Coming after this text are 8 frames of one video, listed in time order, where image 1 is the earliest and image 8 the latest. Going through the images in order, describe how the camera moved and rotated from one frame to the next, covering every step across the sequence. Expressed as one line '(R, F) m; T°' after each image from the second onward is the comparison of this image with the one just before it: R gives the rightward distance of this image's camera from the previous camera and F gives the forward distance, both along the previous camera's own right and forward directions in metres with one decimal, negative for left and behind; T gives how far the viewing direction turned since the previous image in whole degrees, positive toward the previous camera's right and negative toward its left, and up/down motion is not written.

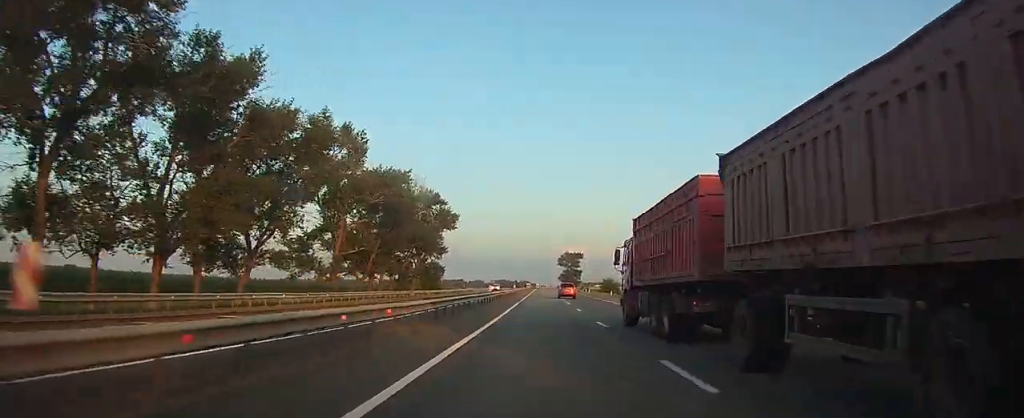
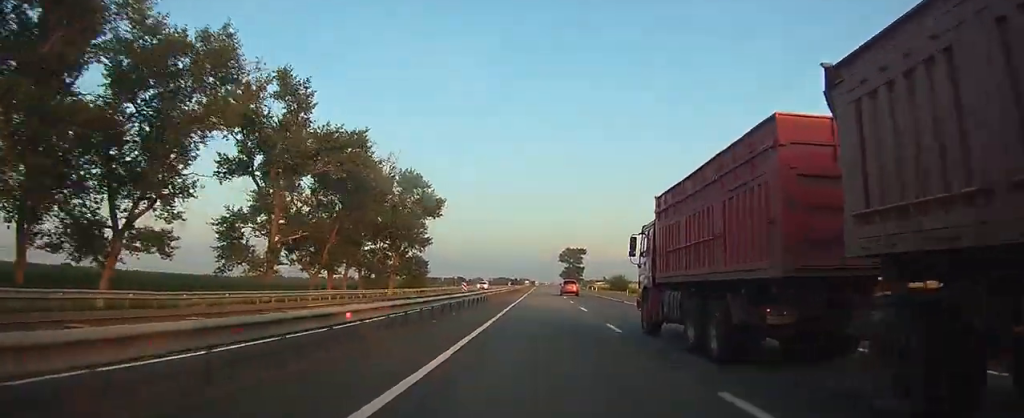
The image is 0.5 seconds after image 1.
(0.0, +14.9) m; 0°
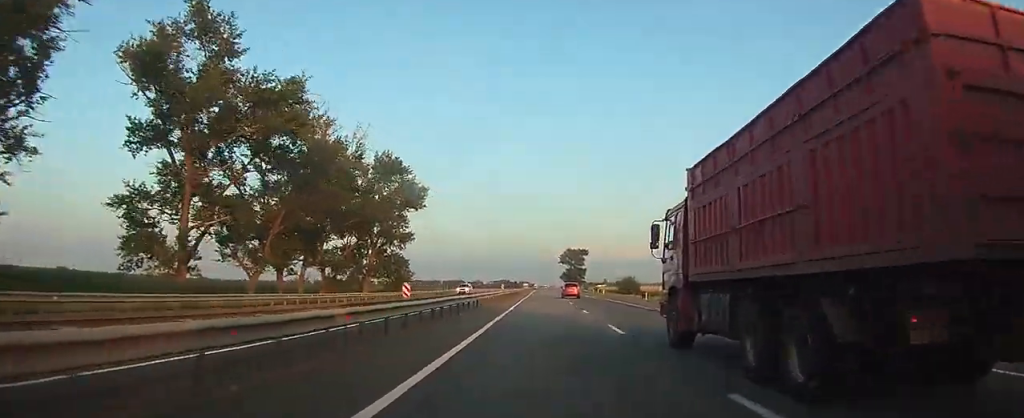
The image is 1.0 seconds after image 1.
(0.0, +12.1) m; 0°
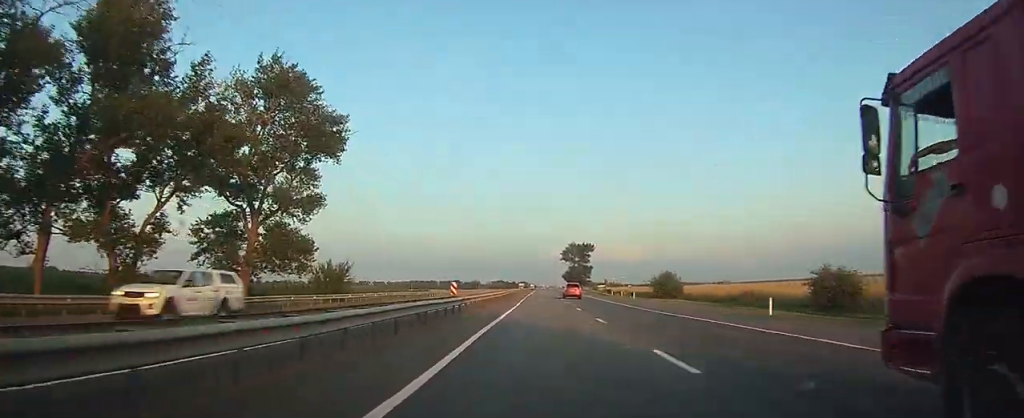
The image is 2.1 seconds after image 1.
(0.0, +31.0) m; +1°
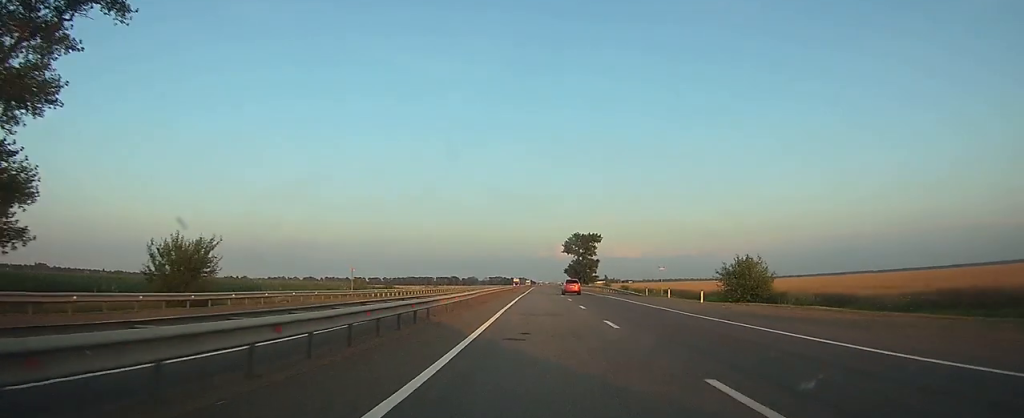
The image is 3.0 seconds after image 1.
(+0.2, +27.5) m; 0°
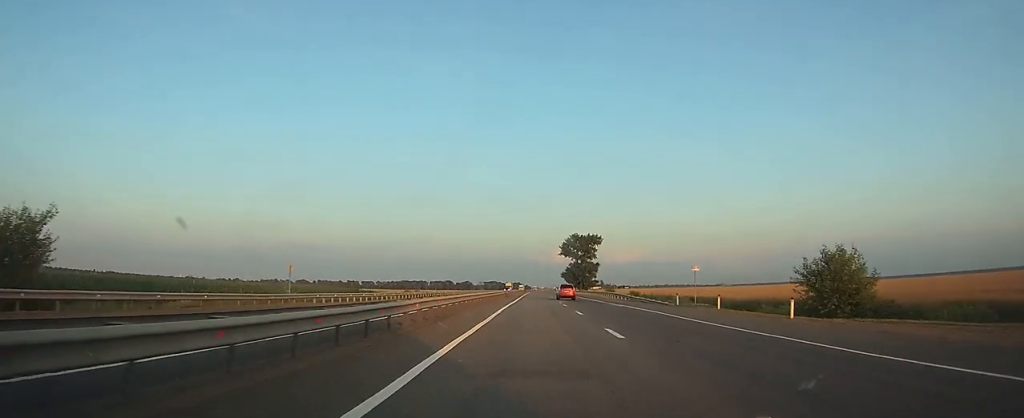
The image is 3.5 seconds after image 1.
(0.0, +14.3) m; 0°
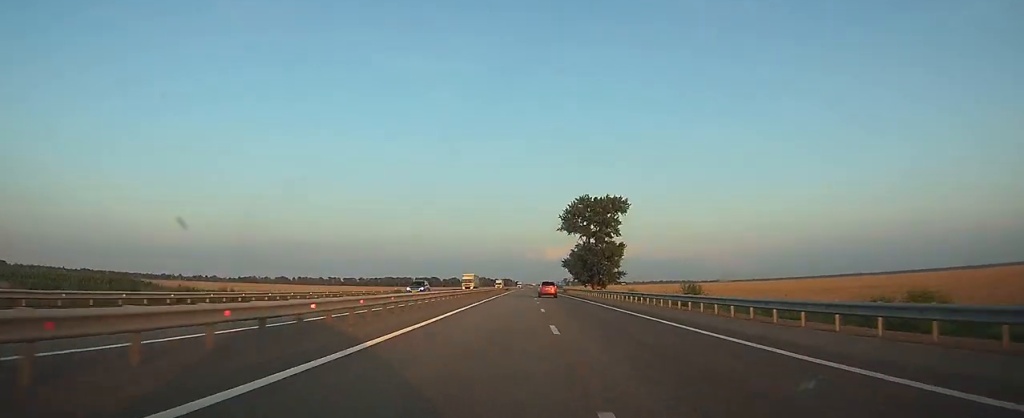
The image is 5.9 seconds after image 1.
(+0.5, +67.8) m; +1°
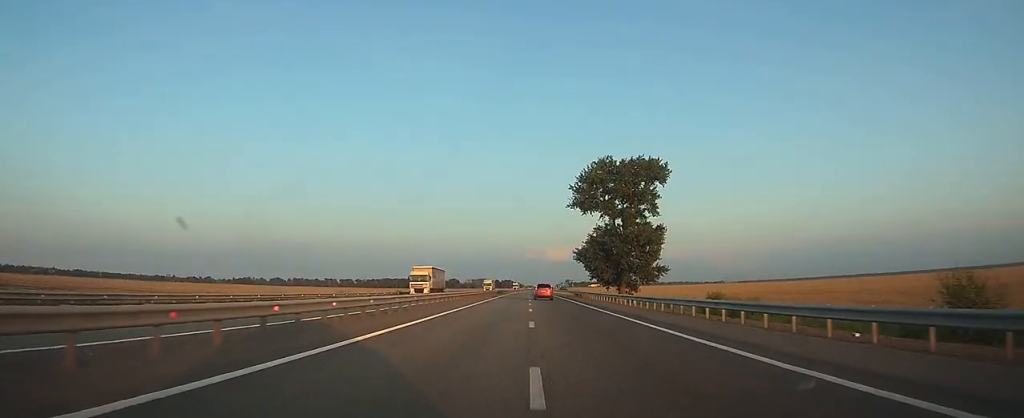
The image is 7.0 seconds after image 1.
(+0.1, +32.6) m; 0°
